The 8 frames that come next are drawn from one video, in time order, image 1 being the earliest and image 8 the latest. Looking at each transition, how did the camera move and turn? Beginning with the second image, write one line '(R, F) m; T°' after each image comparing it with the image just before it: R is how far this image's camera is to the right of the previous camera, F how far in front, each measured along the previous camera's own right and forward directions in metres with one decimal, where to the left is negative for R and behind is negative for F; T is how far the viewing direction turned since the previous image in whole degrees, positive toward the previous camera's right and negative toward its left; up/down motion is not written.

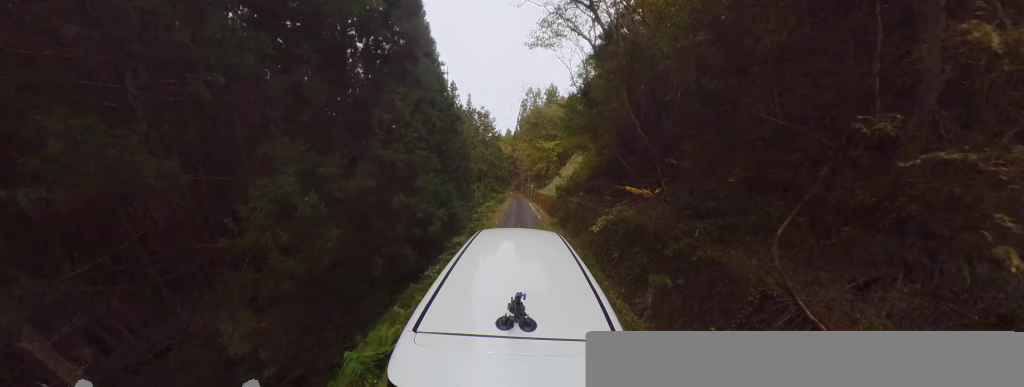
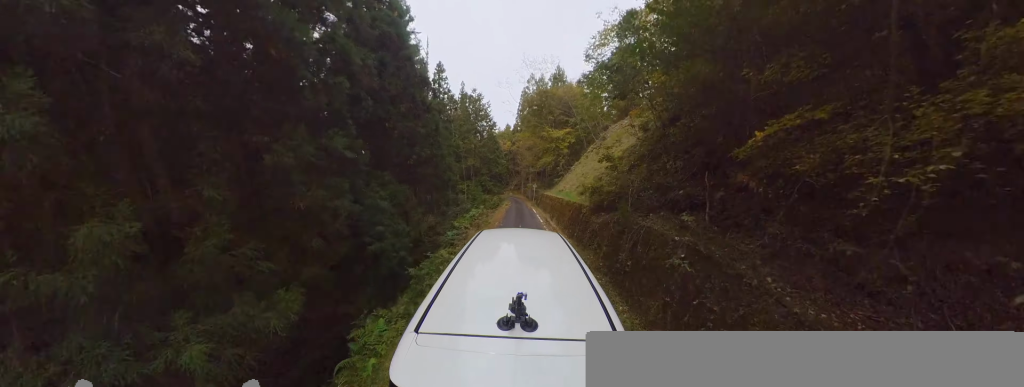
(-0.1, +5.9) m; -3°
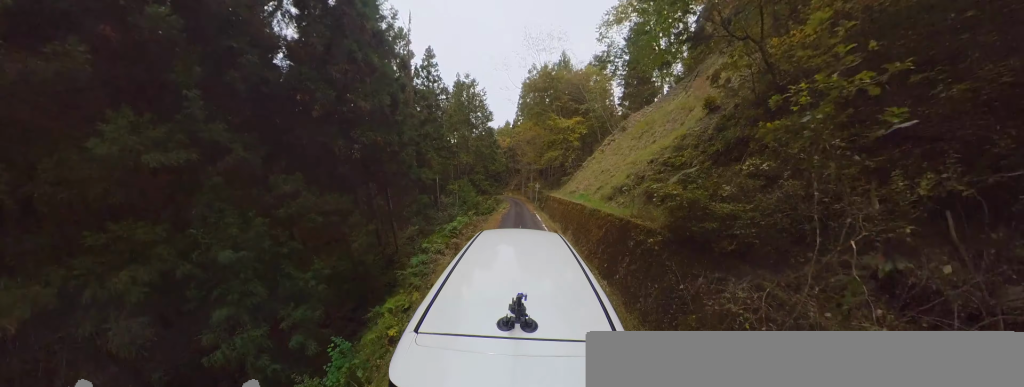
(-0.5, +3.5) m; 0°
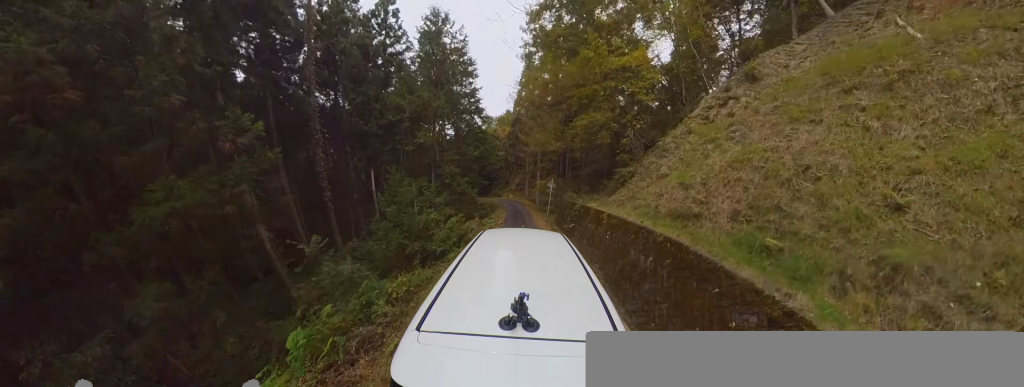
(+0.7, +9.5) m; -1°
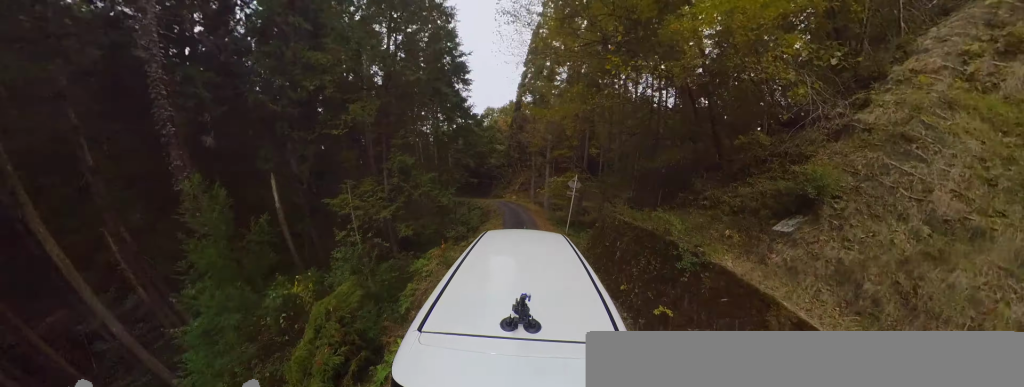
(-0.7, +5.7) m; -6°
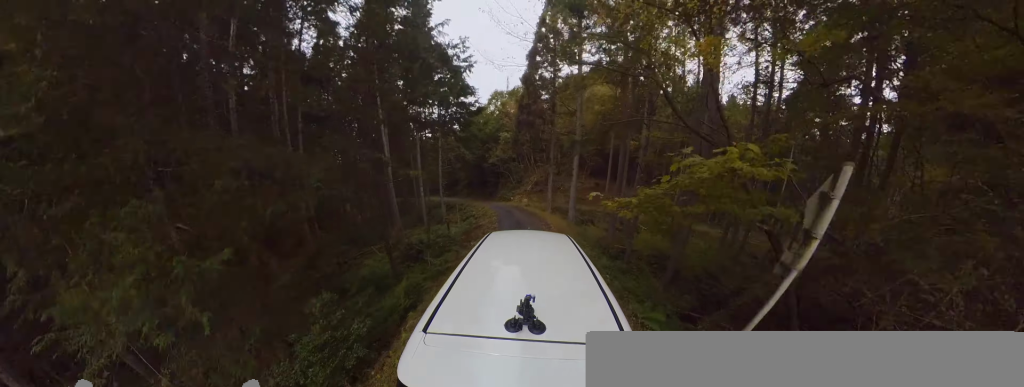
(-0.3, +8.9) m; -7°
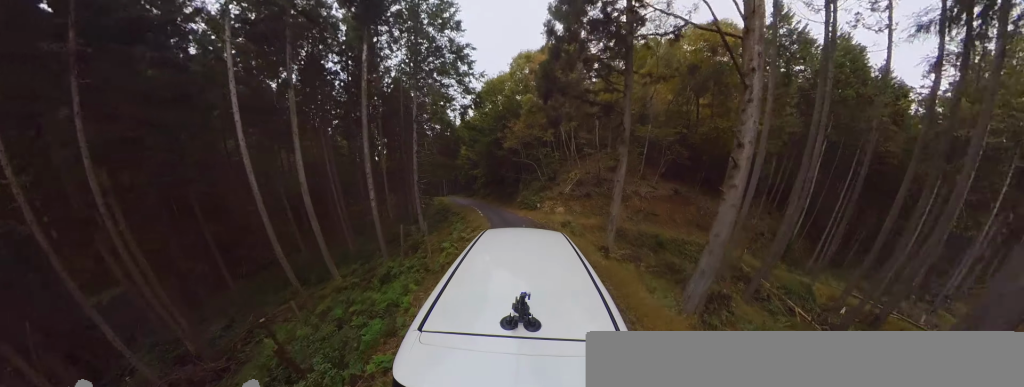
(-1.9, +12.1) m; -20°
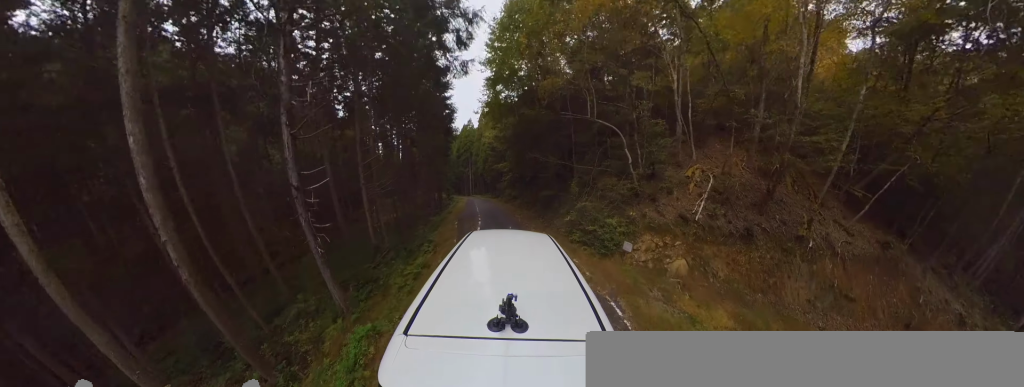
(-2.7, +11.4) m; -13°
